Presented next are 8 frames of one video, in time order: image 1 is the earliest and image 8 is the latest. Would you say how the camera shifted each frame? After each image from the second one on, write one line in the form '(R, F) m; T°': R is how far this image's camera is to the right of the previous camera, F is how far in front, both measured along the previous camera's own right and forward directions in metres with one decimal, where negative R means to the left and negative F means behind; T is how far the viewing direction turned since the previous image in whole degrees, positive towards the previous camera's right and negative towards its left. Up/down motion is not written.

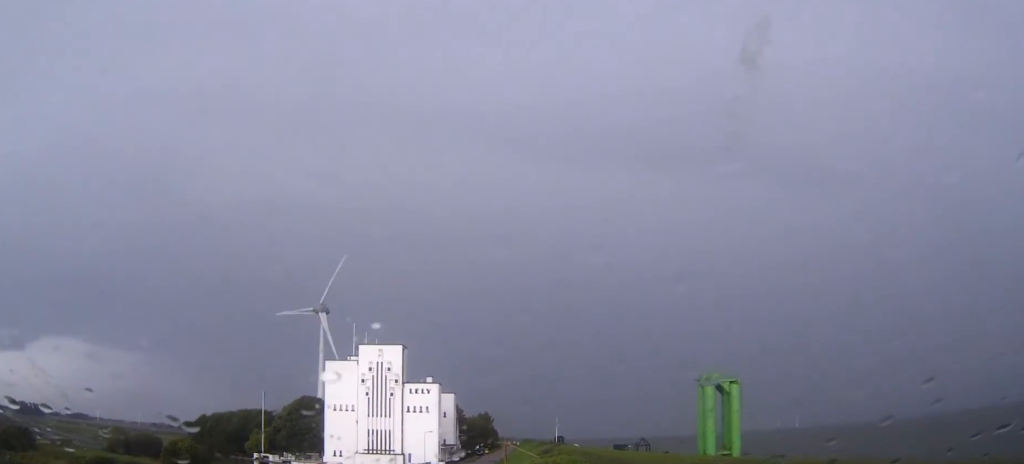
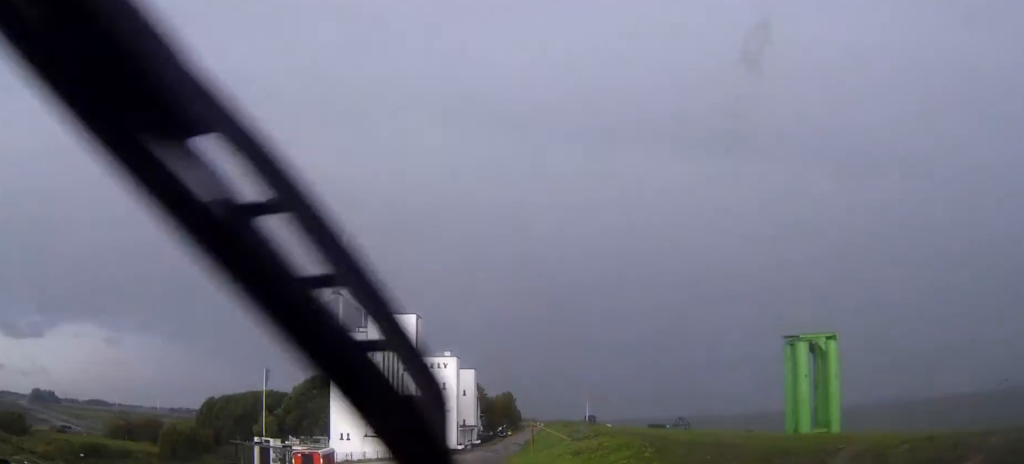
(-0.1, +12.2) m; -2°
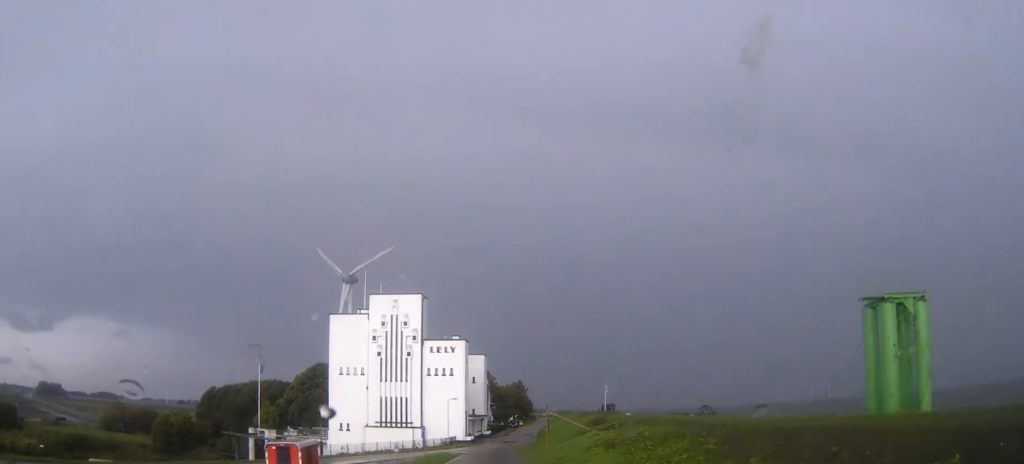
(-0.1, +8.4) m; -1°
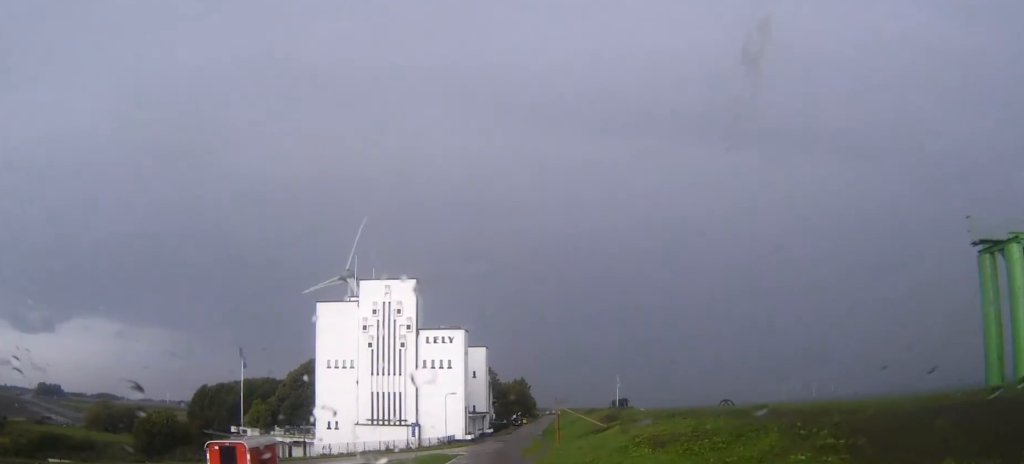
(0.0, +9.5) m; 0°
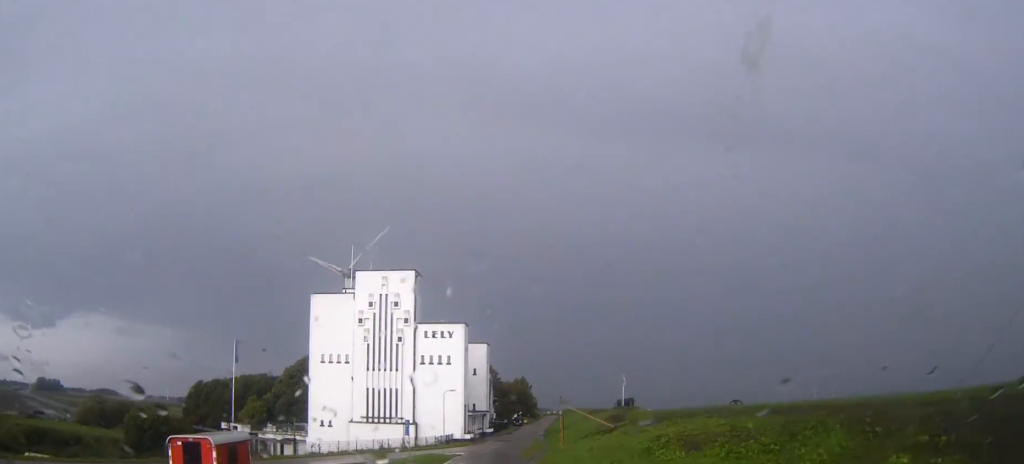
(0.0, +4.2) m; 0°
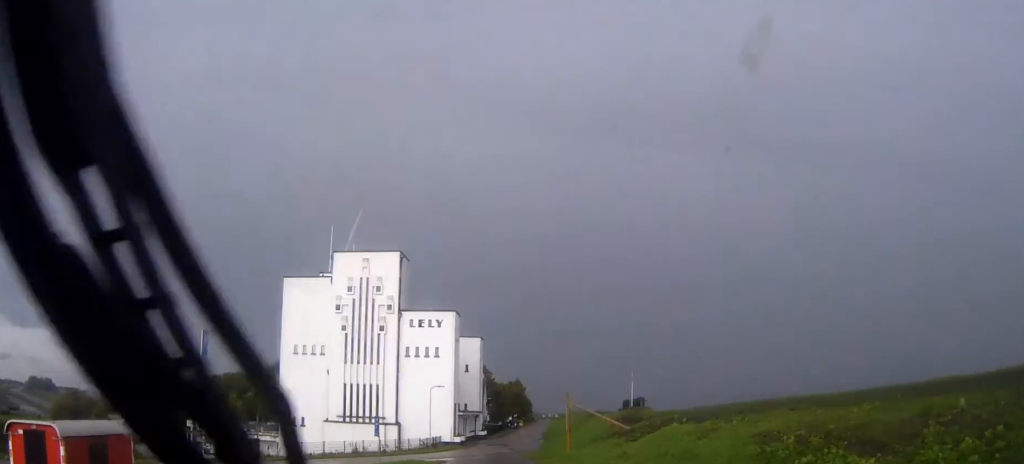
(0.0, +10.8) m; +1°
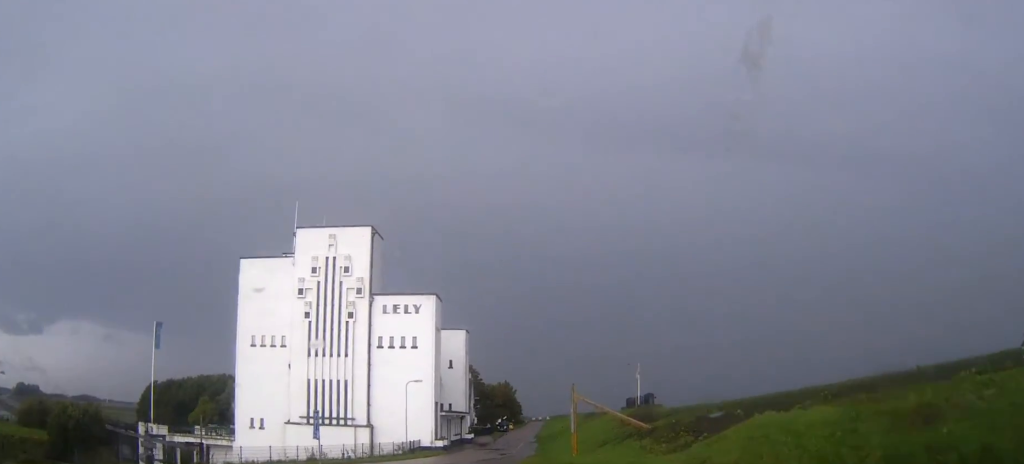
(+0.1, +11.4) m; +1°
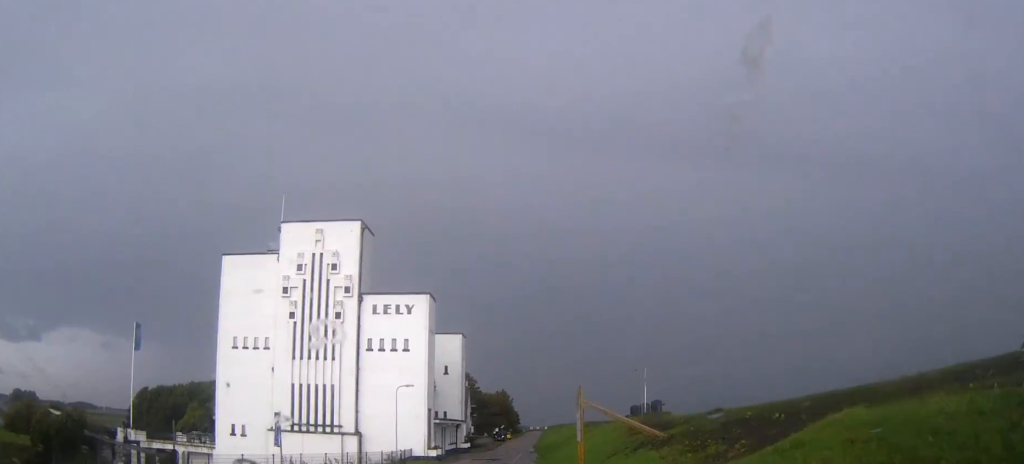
(0.0, +4.7) m; 0°
